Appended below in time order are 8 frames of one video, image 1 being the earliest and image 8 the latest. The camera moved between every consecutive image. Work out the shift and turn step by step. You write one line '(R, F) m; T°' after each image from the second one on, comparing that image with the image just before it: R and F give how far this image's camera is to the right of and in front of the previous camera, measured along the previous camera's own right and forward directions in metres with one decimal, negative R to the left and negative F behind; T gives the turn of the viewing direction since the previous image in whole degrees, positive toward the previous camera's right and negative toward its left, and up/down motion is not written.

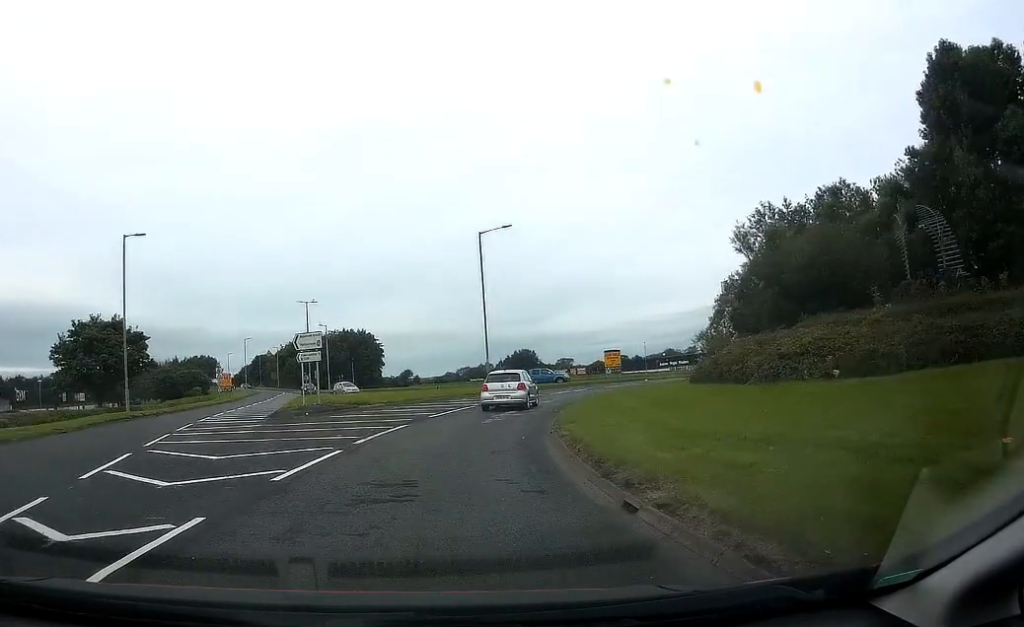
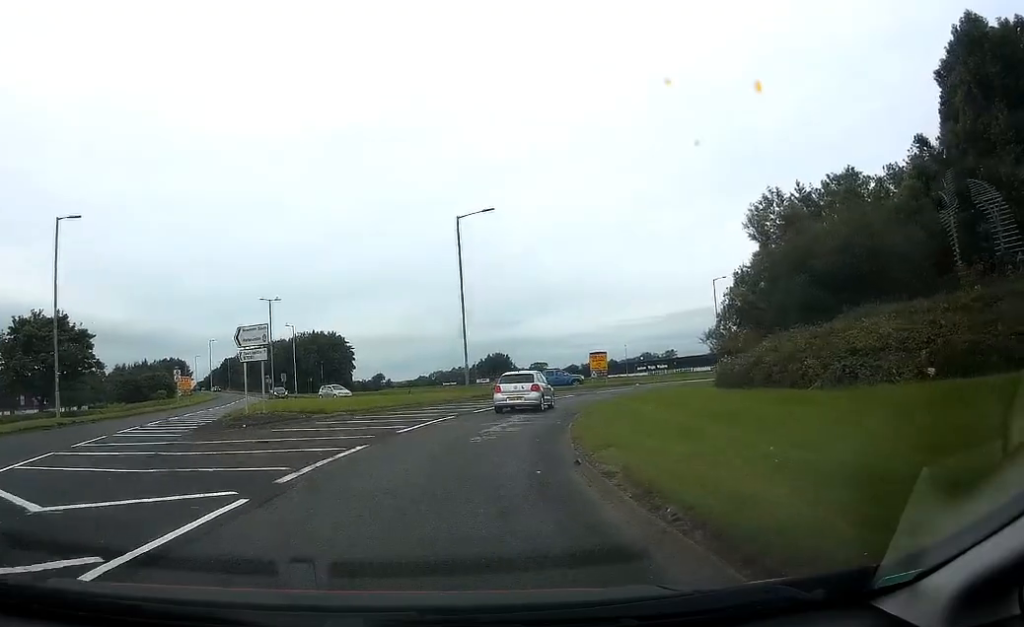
(+0.1, +5.0) m; +2°
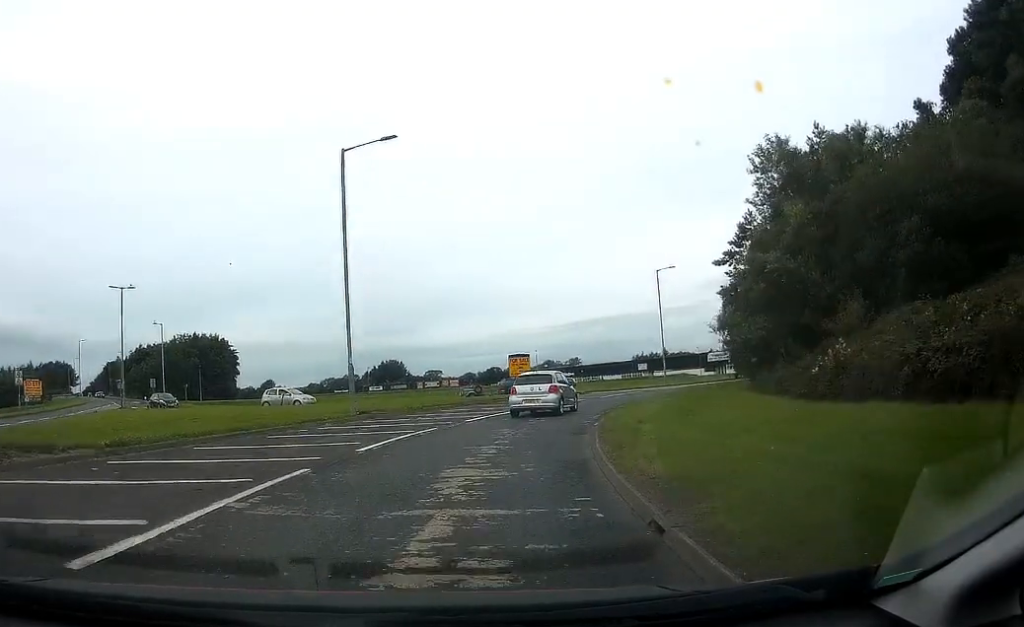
(+0.7, +13.0) m; +8°
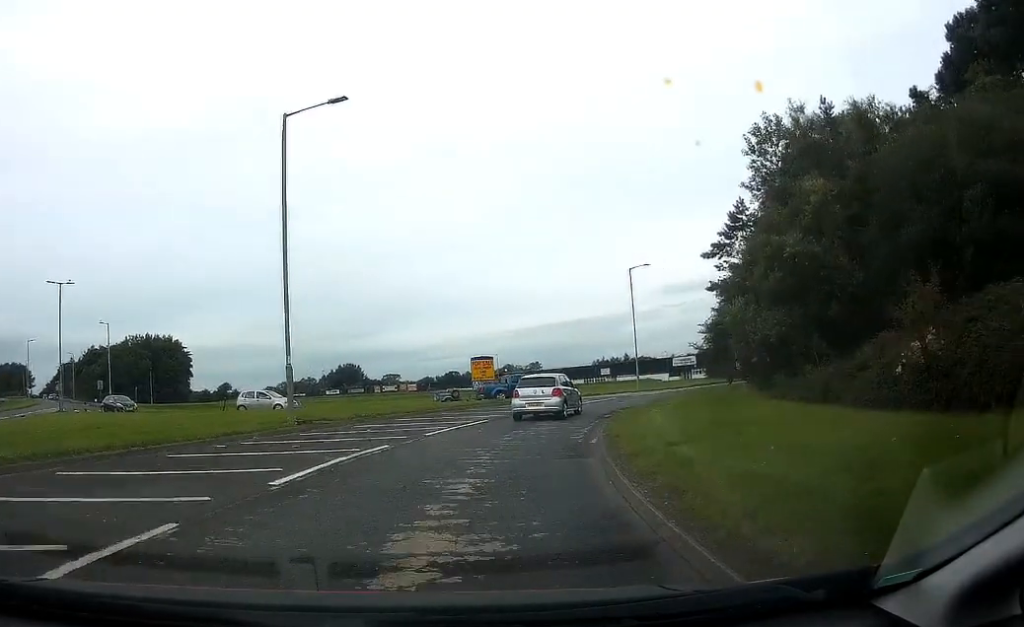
(+0.1, +4.1) m; +3°
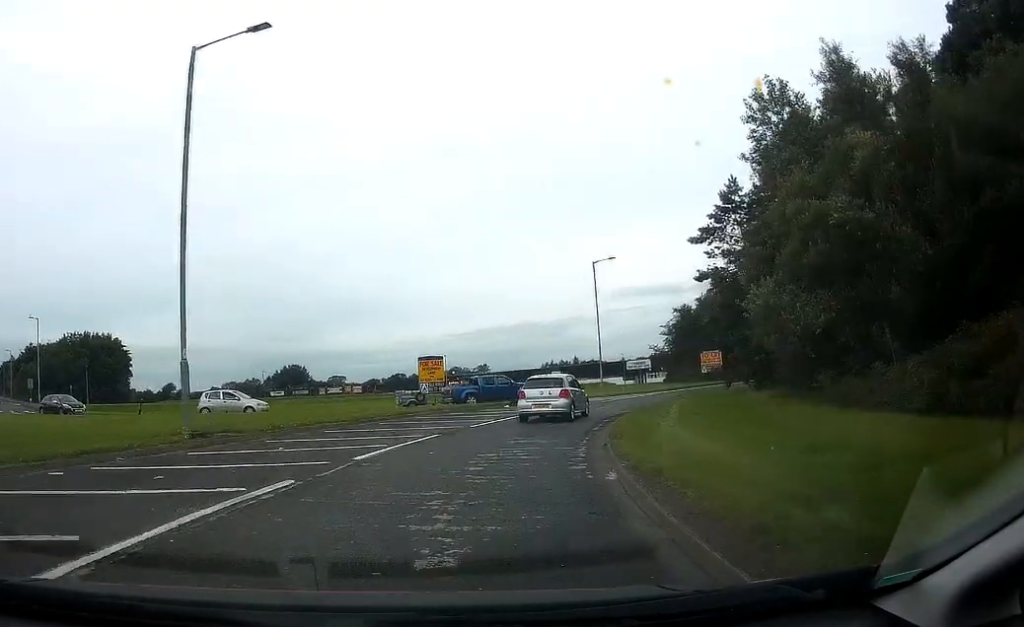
(+0.1, +4.8) m; +5°
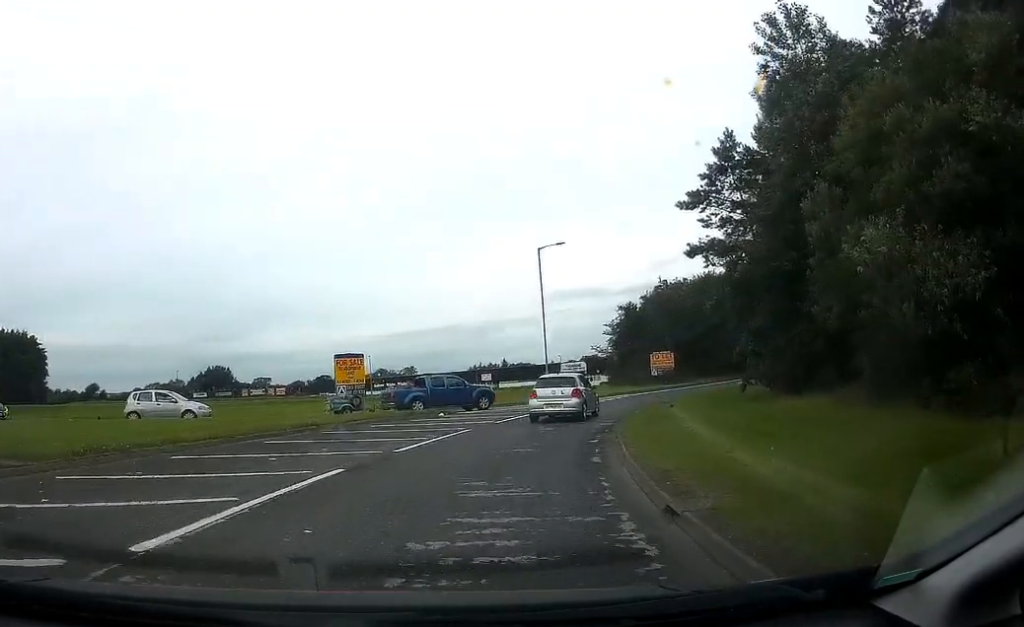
(+0.5, +6.9) m; +7°
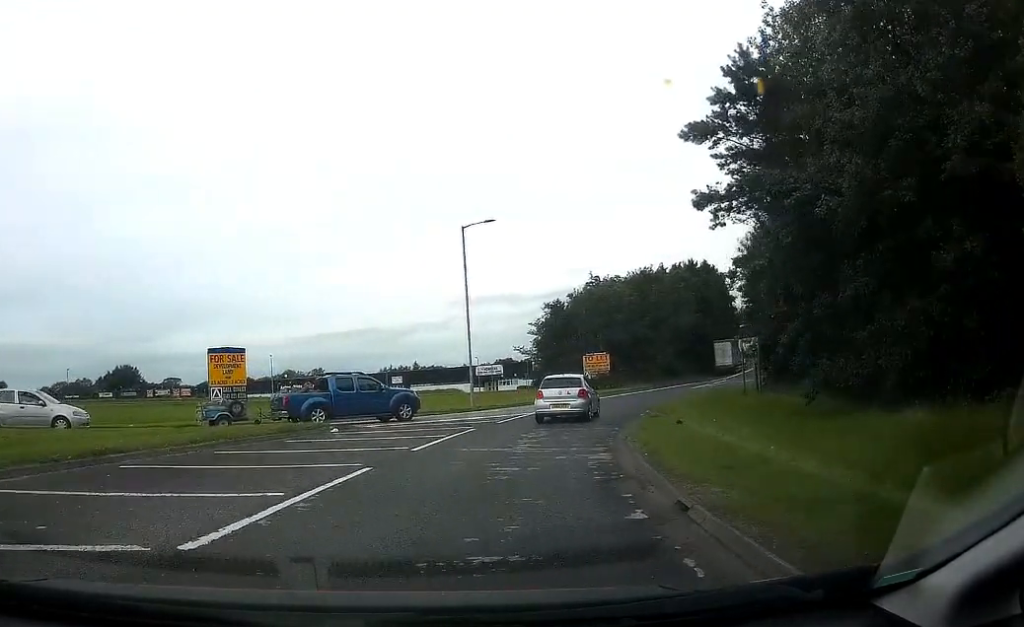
(+0.5, +8.2) m; +7°
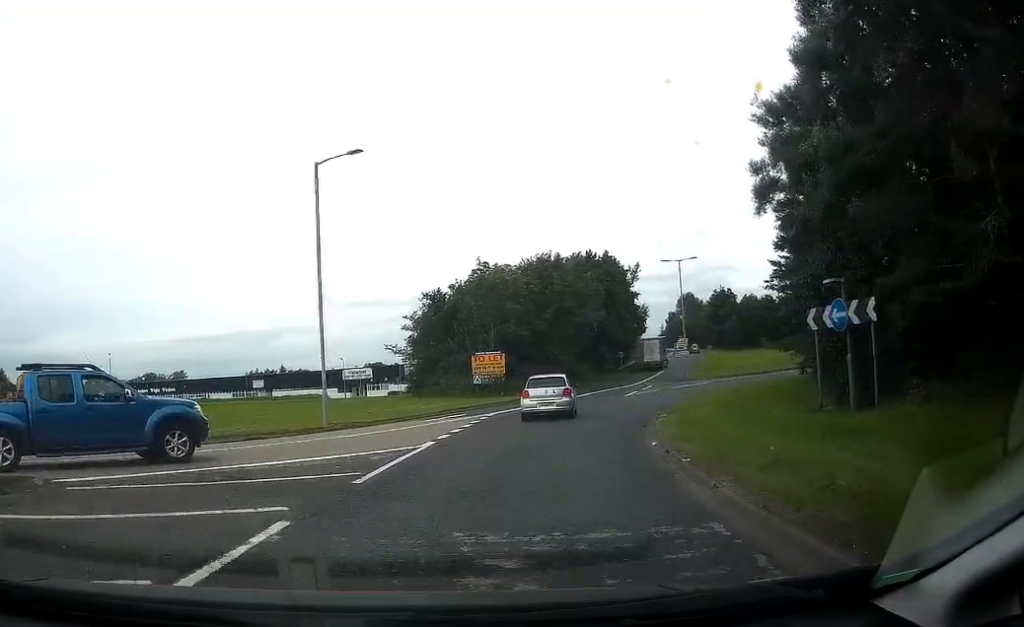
(+1.2, +12.6) m; +11°
